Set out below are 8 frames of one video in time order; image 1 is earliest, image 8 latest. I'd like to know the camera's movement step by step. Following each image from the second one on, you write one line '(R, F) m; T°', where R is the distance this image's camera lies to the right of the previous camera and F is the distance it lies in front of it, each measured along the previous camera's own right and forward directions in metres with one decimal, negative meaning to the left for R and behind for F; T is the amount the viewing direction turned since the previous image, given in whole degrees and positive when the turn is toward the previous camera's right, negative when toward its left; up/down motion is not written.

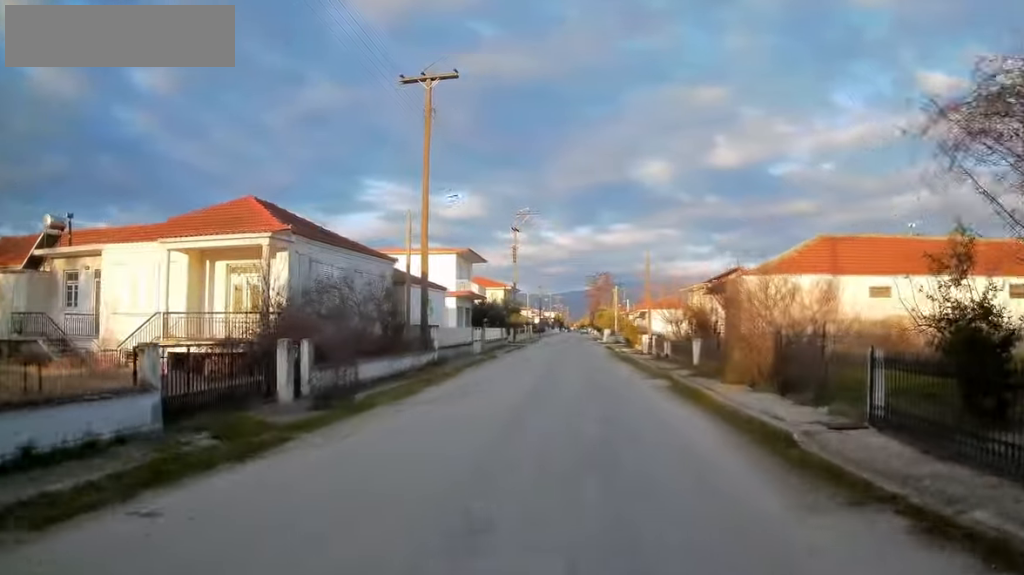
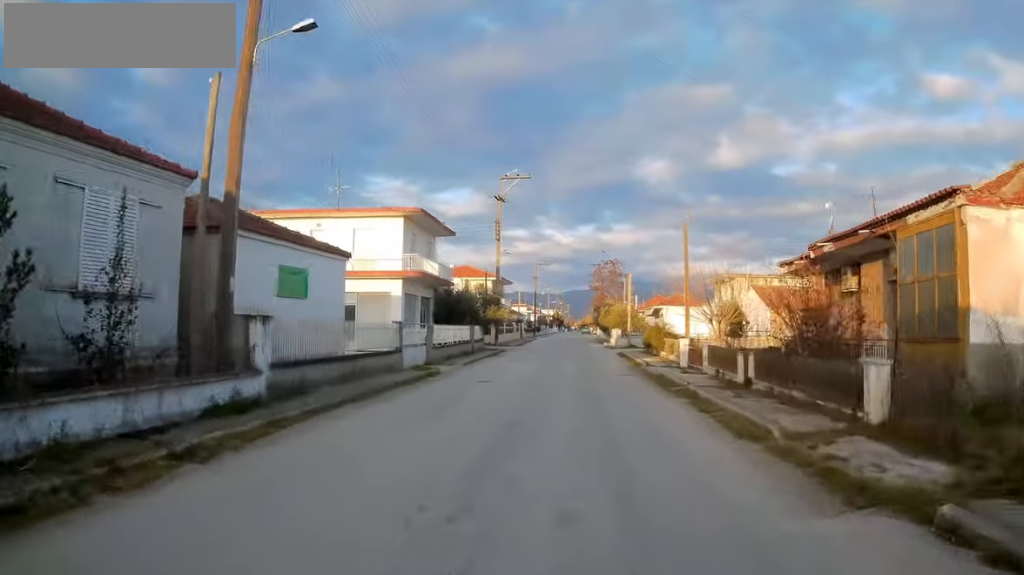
(+0.2, +14.9) m; +3°
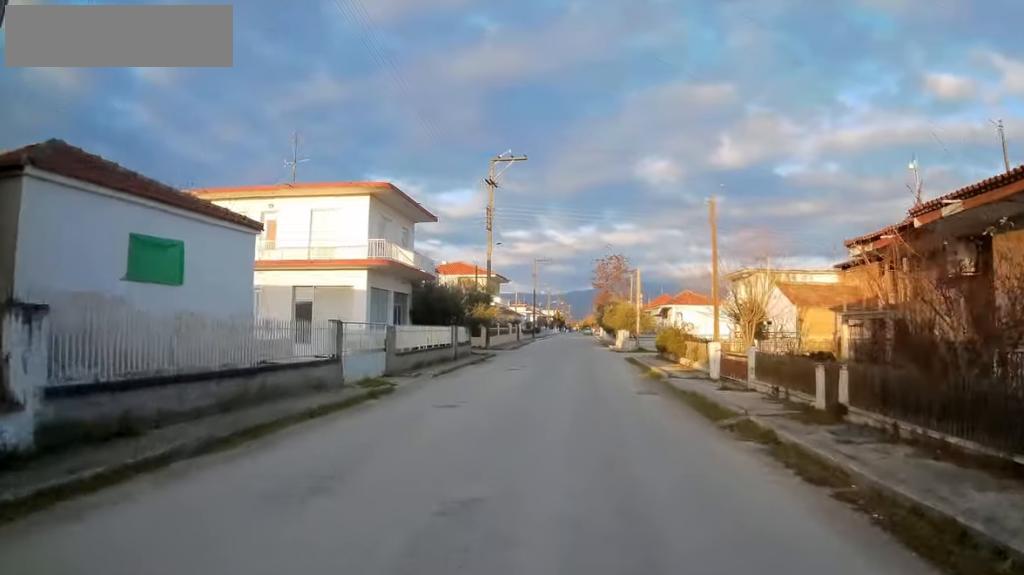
(0.0, +5.9) m; -2°
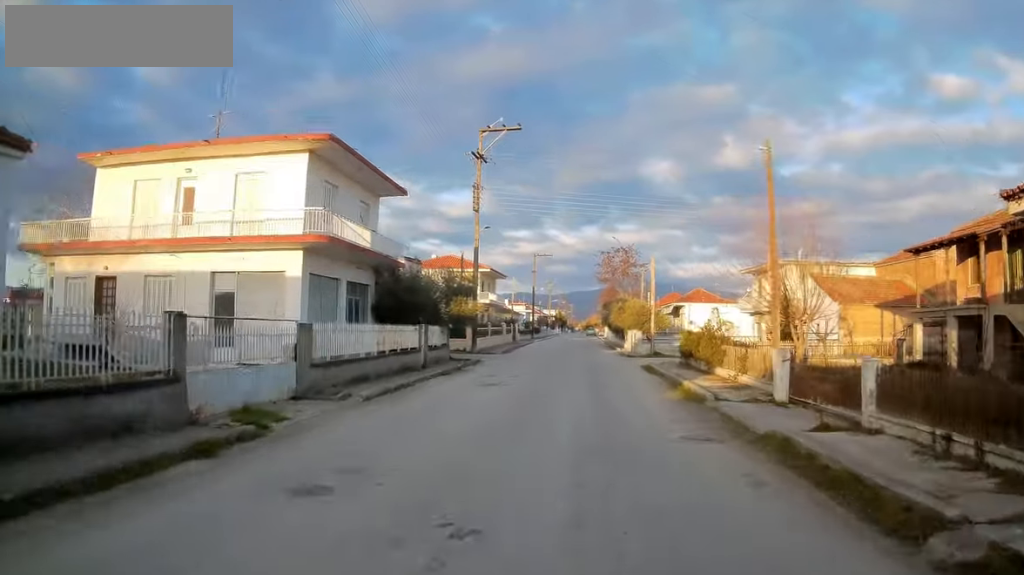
(-0.1, +6.9) m; -2°
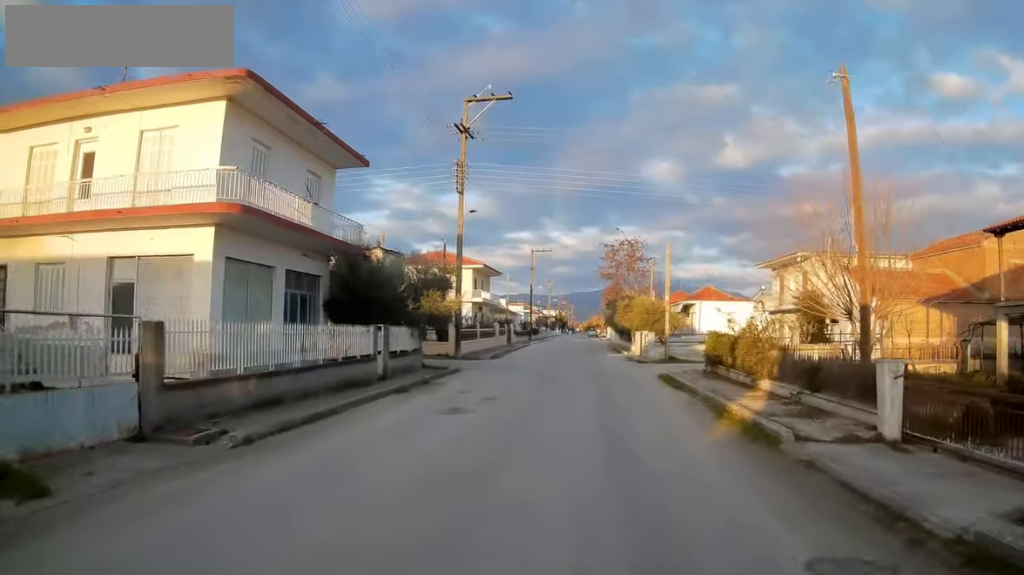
(-0.1, +5.5) m; -2°
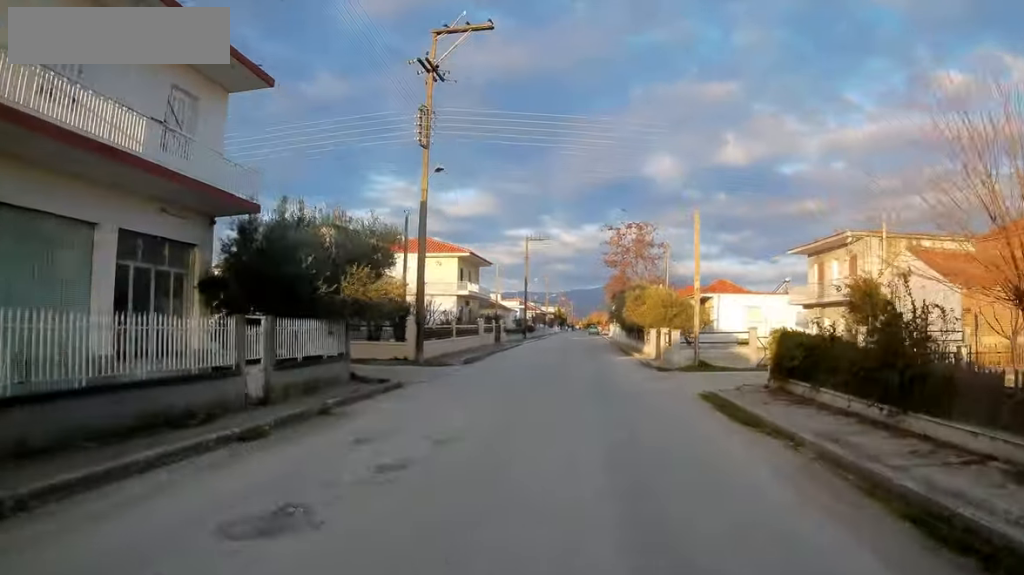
(-0.1, +7.8) m; 0°
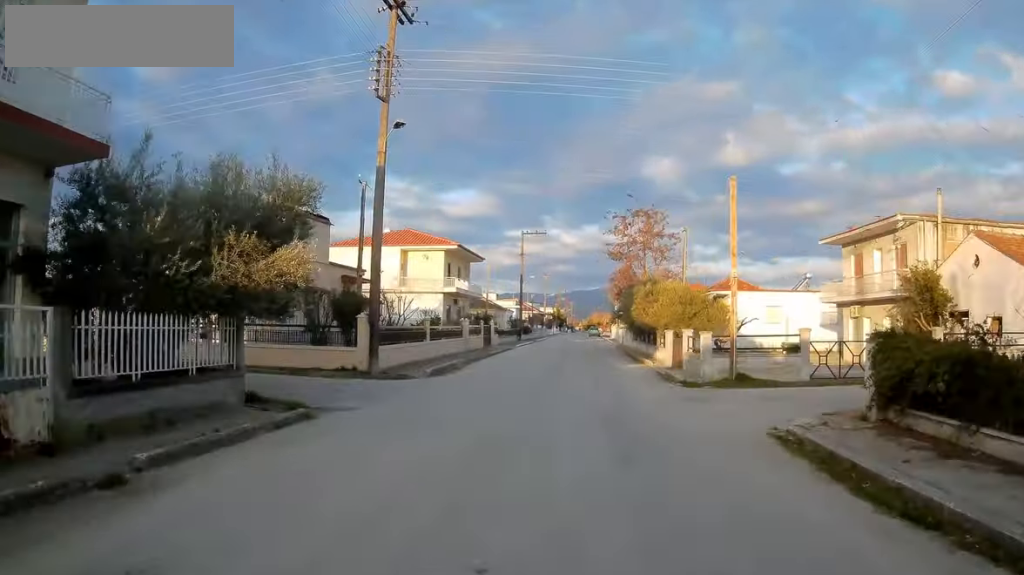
(0.0, +5.6) m; +1°
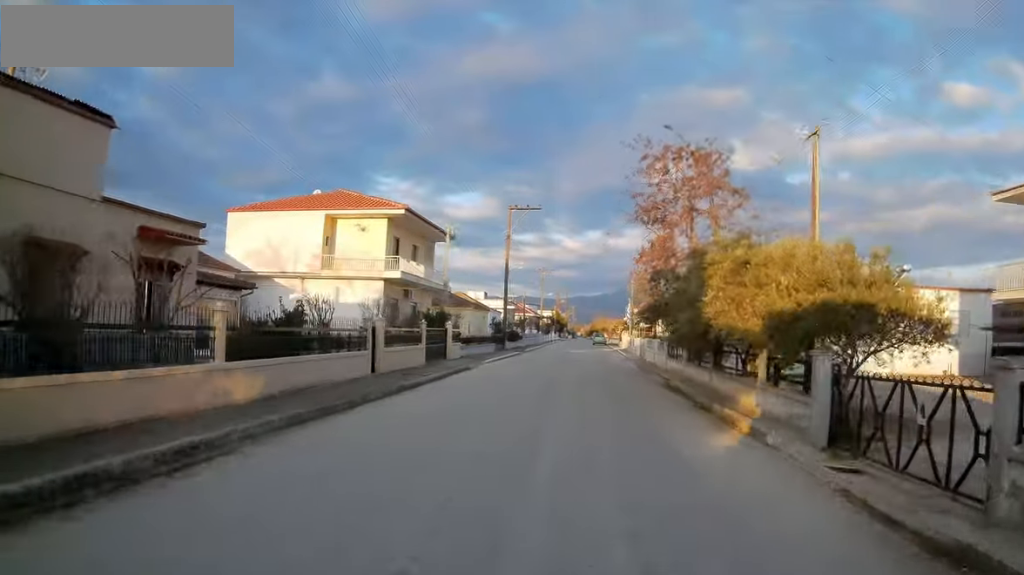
(+0.6, +16.1) m; +2°
